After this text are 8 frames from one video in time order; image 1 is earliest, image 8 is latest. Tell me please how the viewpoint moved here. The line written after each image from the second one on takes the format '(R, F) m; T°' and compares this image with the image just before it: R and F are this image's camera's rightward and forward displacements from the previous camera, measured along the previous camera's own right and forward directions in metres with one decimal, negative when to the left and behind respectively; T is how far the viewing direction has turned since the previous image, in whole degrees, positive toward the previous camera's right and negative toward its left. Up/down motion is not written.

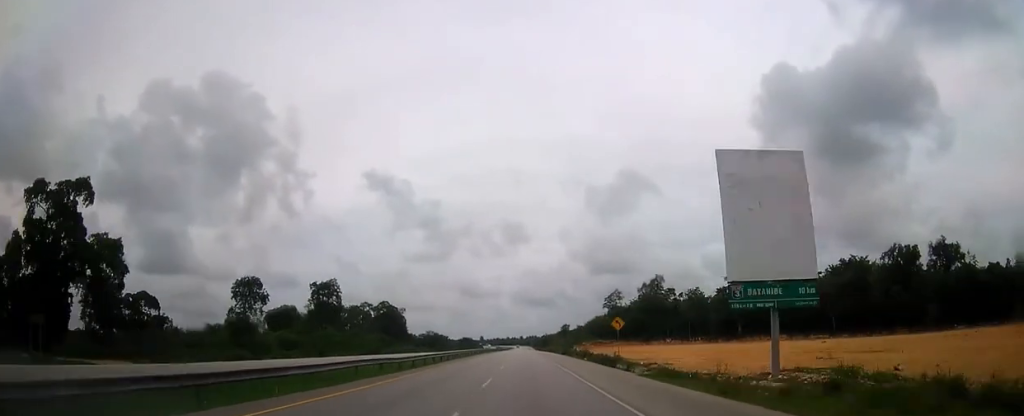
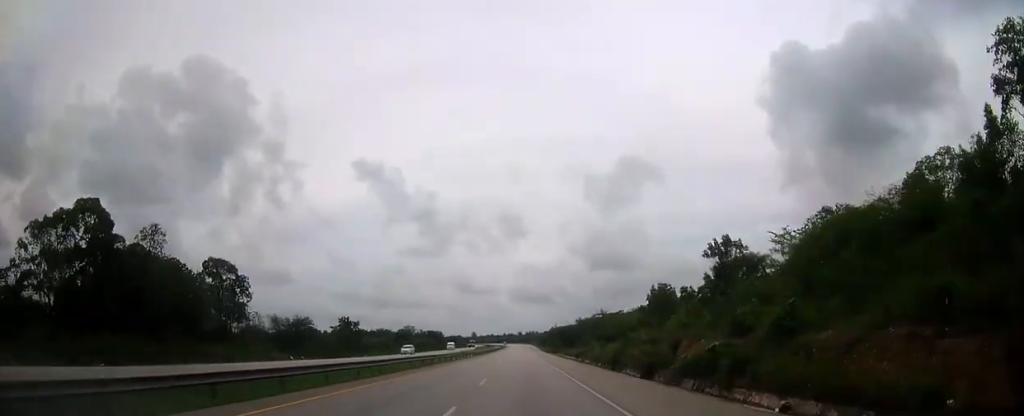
(-0.2, +119.7) m; 0°
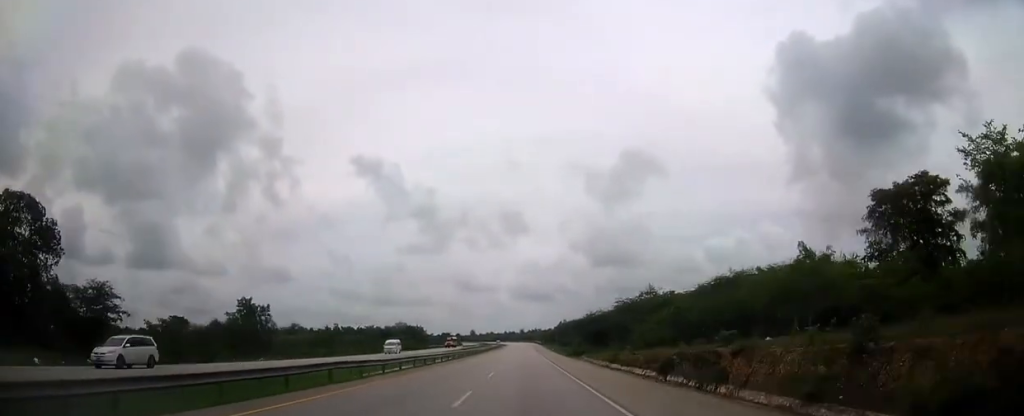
(+0.1, +42.9) m; 0°
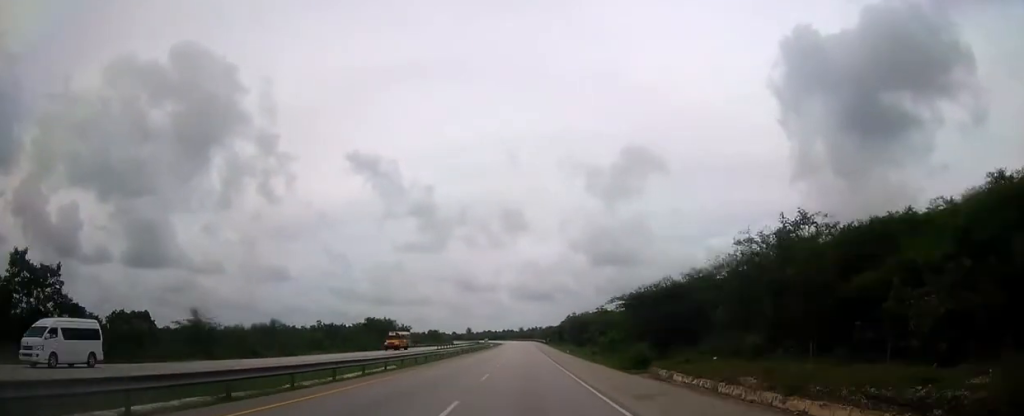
(0.0, +40.1) m; 0°
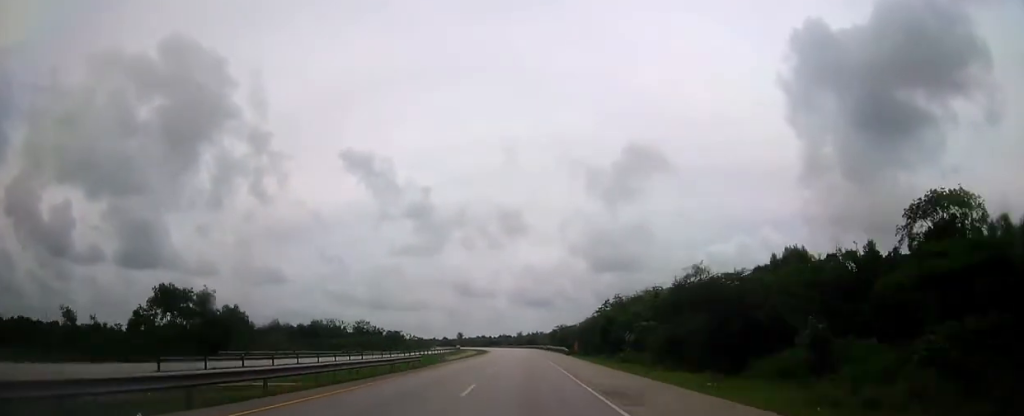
(-0.1, +77.3) m; 0°
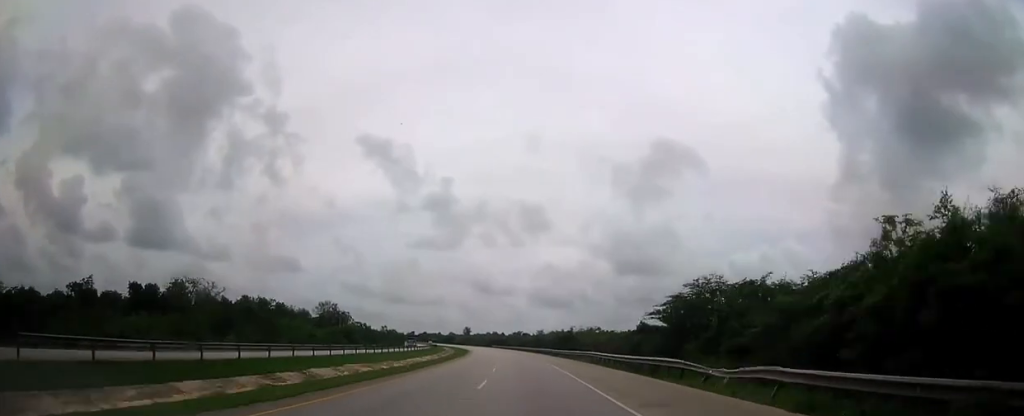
(-1.1, +105.0) m; -2°
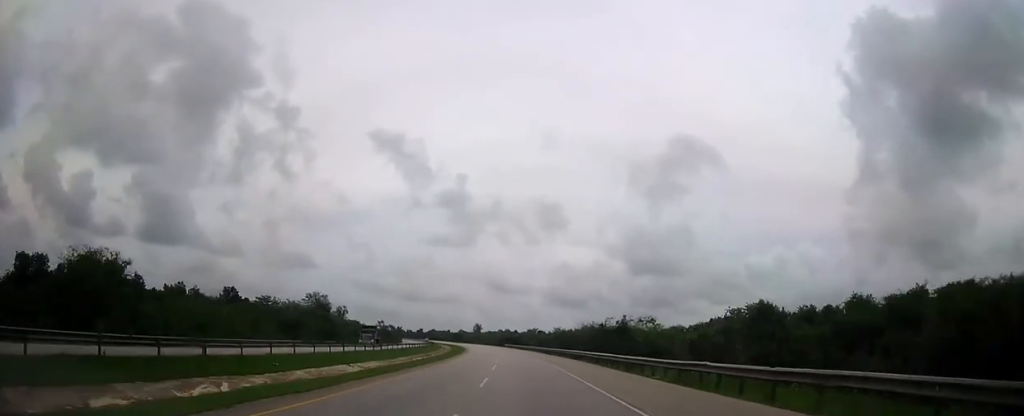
(-0.1, +37.2) m; -1°
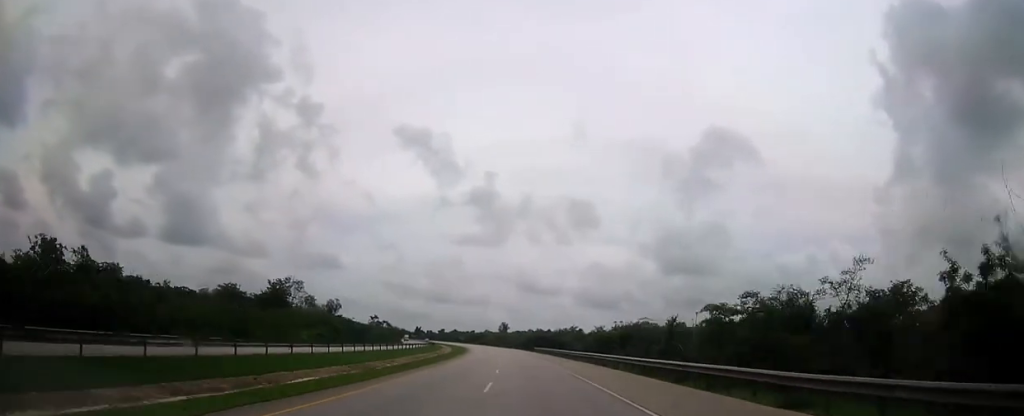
(-1.2, +61.8) m; -3°
